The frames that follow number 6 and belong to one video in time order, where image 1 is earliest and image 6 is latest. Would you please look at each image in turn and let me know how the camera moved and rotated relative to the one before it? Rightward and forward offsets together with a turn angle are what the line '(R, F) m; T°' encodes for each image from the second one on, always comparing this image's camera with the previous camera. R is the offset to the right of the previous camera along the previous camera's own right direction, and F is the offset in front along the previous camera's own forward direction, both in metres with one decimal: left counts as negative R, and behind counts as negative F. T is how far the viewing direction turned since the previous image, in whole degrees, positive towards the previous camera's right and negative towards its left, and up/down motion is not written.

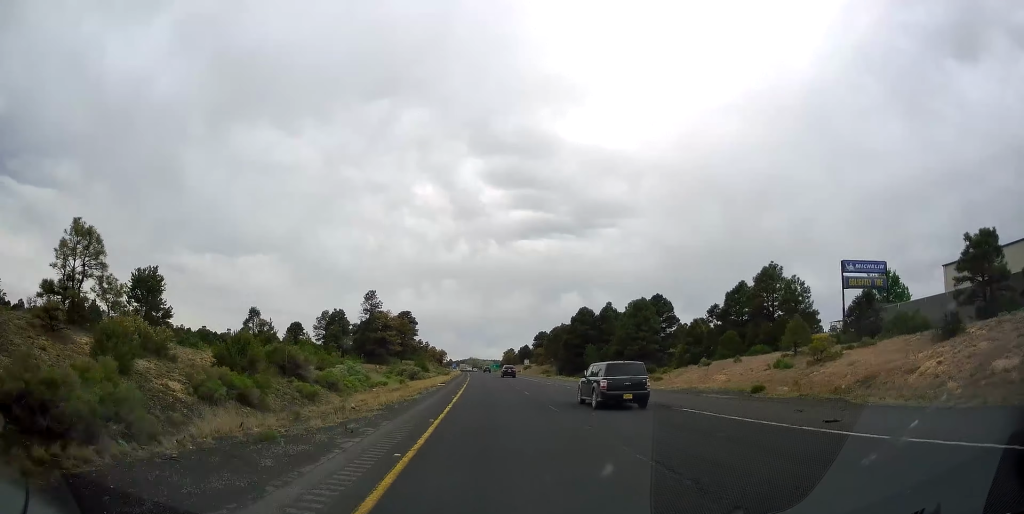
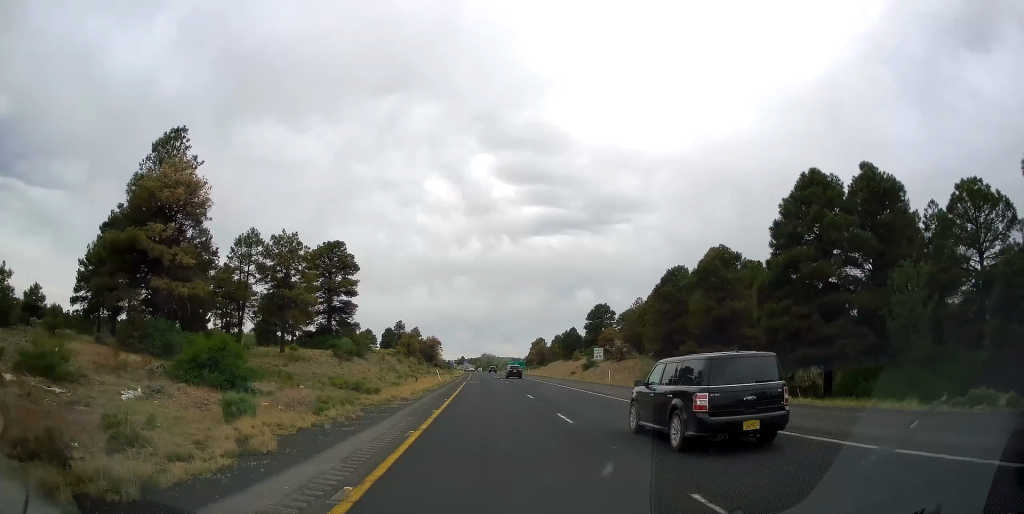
(-0.2, +89.1) m; -1°
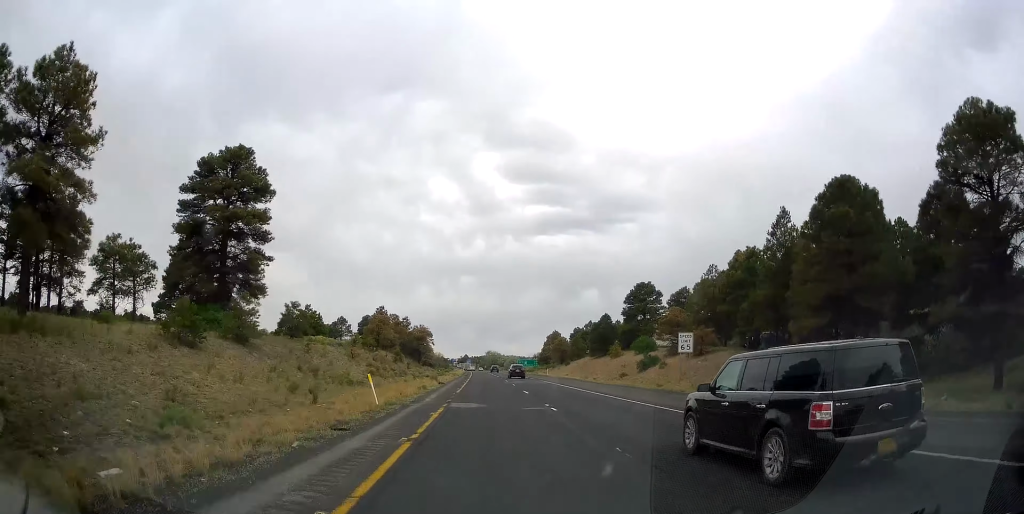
(-0.3, +32.5) m; -1°
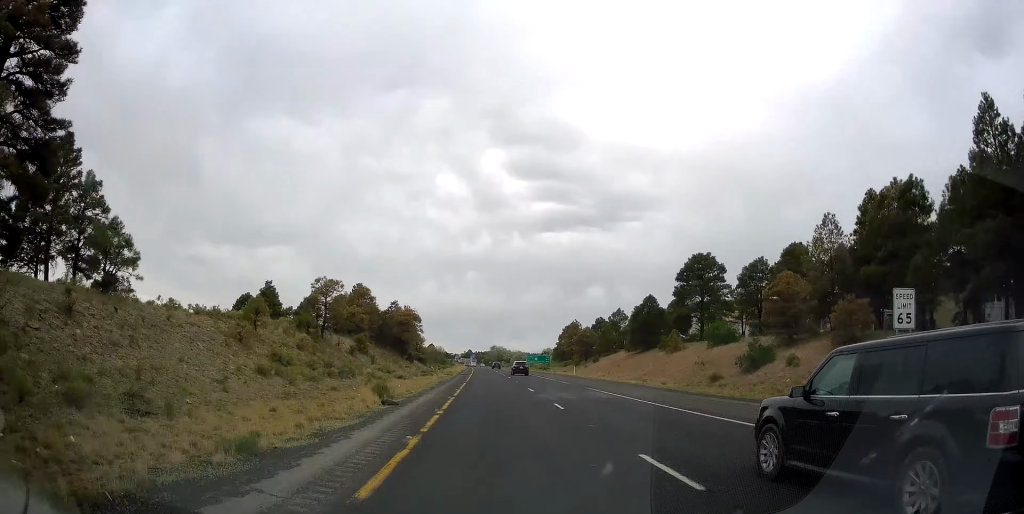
(-0.1, +25.5) m; 0°
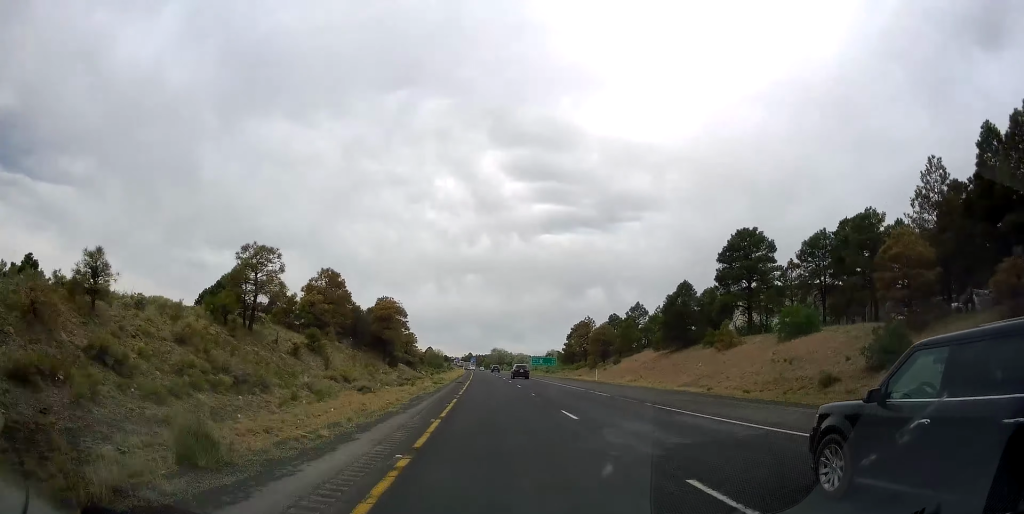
(+0.2, +14.3) m; 0°
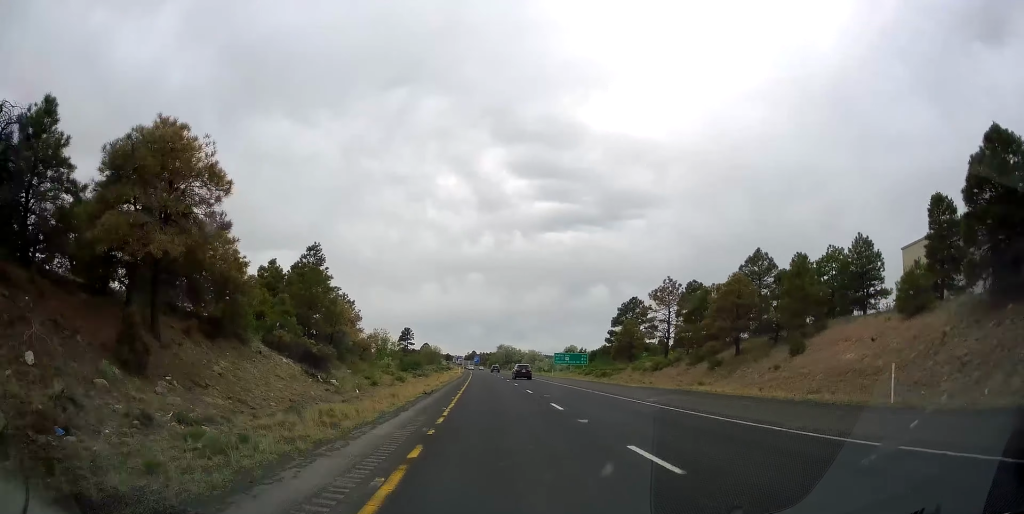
(-0.4, +46.0) m; -1°
